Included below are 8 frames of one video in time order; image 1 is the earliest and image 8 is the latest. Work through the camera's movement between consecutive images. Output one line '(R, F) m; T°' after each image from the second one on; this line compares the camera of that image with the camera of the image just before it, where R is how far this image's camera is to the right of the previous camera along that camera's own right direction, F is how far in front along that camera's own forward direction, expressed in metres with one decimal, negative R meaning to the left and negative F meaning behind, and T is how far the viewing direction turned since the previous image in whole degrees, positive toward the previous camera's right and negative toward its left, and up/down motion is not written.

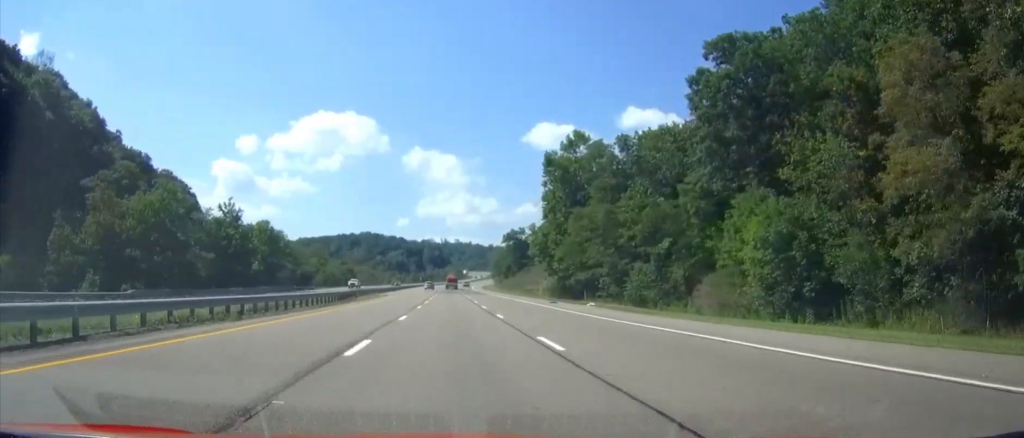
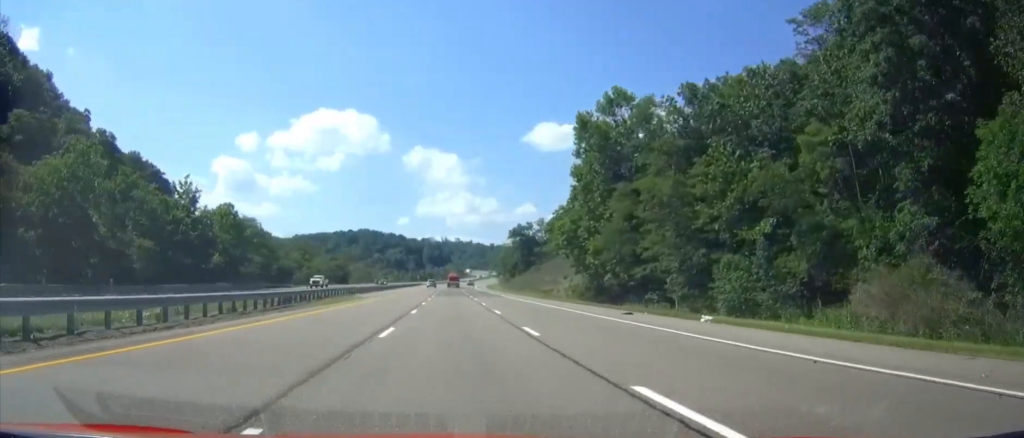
(+0.3, +21.4) m; +1°
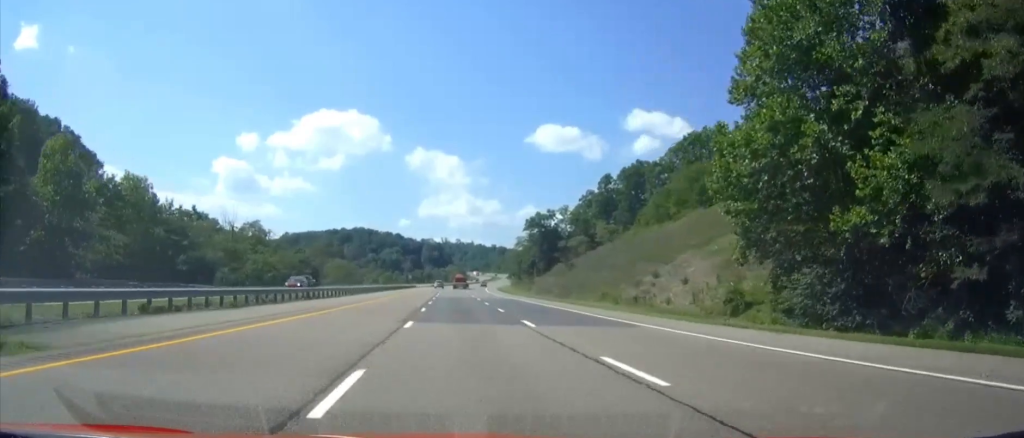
(0.0, +47.4) m; 0°
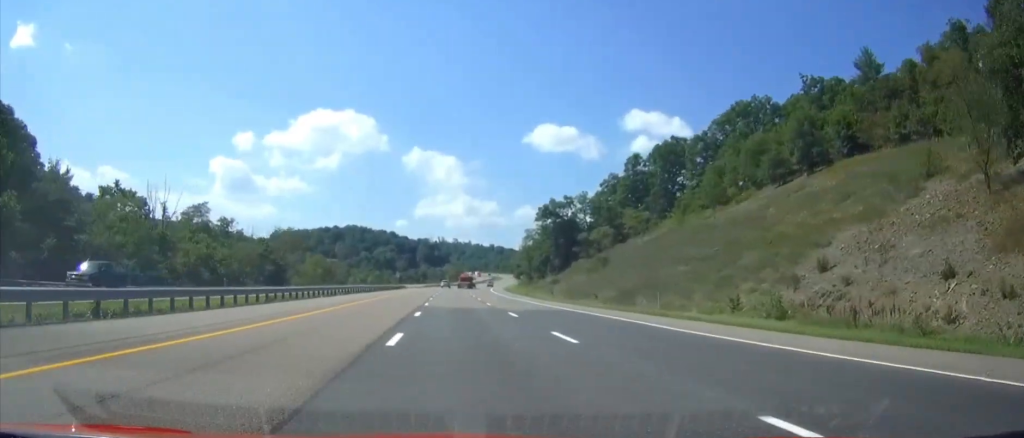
(0.0, +30.5) m; 0°
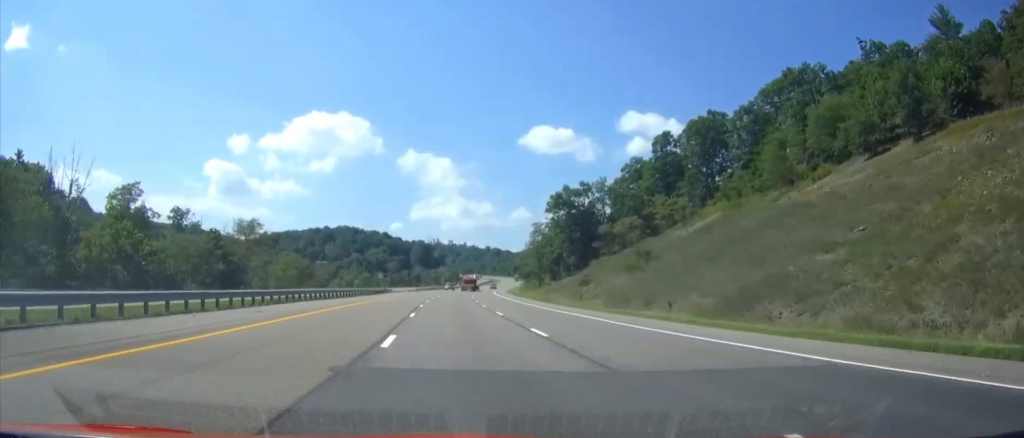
(0.0, +24.9) m; 0°
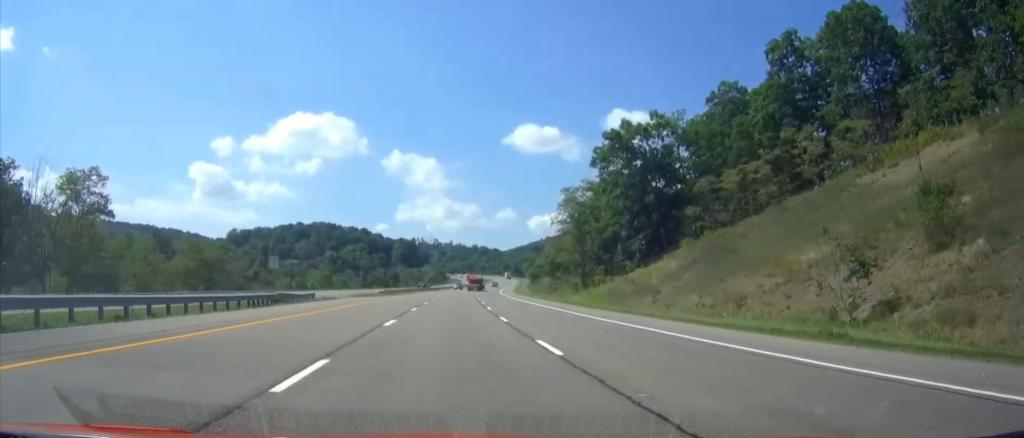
(0.0, +55.5) m; 0°
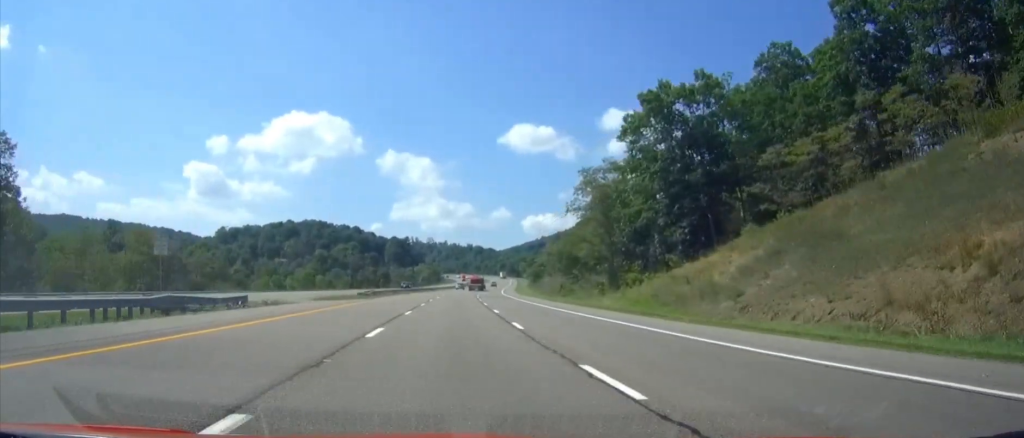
(0.0, +17.0) m; 0°
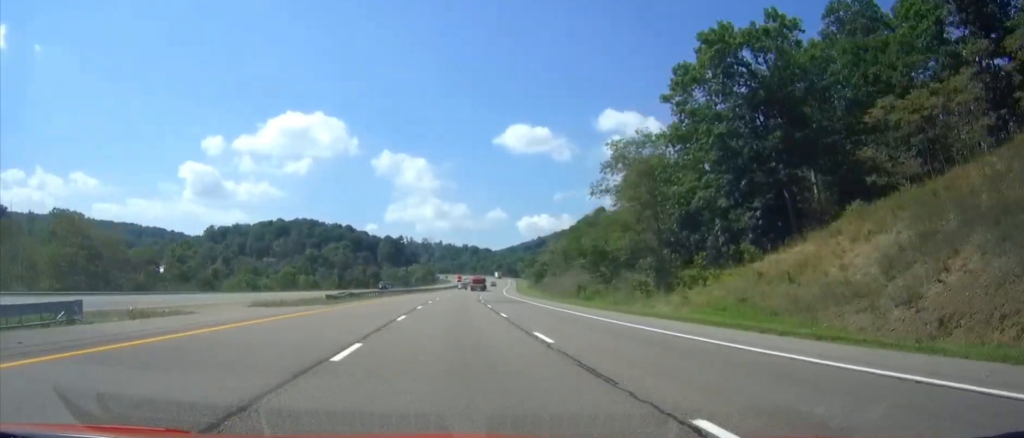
(0.0, +17.1) m; 0°
